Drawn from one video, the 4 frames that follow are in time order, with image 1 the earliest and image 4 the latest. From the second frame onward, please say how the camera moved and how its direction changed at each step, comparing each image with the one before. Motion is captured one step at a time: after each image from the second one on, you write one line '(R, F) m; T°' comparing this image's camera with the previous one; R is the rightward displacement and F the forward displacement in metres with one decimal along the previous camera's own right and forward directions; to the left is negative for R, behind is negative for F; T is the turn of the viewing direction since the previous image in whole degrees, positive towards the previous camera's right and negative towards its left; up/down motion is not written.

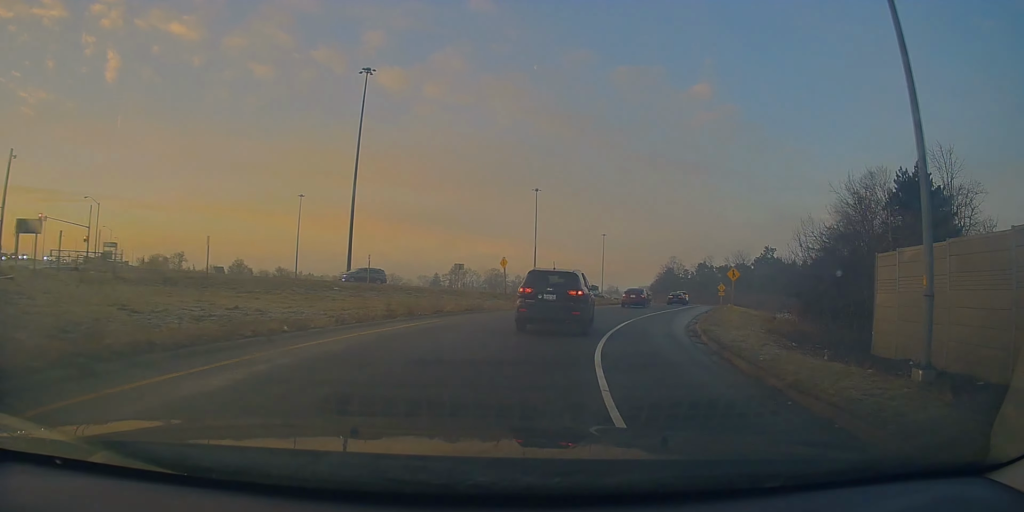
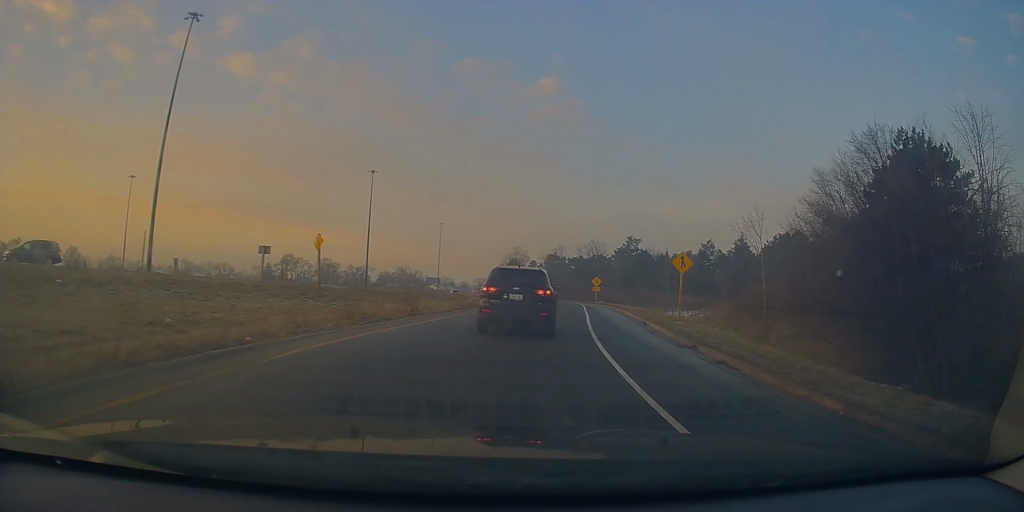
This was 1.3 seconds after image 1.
(+3.0, +15.3) m; +19°
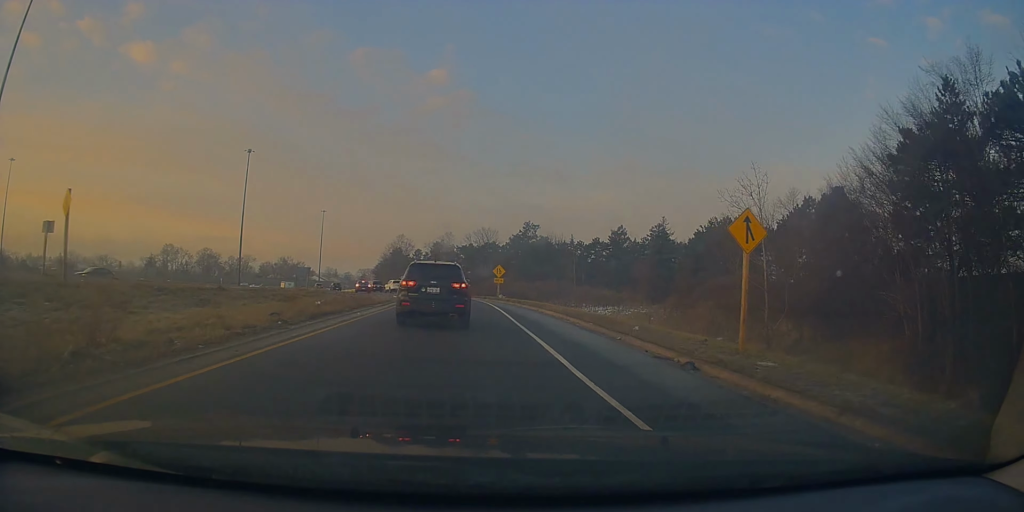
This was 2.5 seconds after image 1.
(+2.0, +14.3) m; +9°
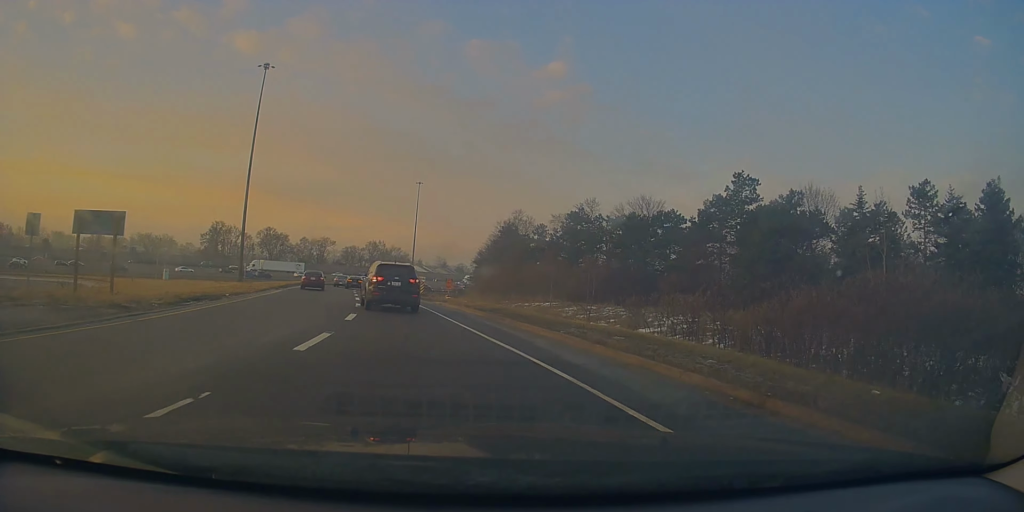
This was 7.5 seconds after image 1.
(-0.3, +58.0) m; -11°
